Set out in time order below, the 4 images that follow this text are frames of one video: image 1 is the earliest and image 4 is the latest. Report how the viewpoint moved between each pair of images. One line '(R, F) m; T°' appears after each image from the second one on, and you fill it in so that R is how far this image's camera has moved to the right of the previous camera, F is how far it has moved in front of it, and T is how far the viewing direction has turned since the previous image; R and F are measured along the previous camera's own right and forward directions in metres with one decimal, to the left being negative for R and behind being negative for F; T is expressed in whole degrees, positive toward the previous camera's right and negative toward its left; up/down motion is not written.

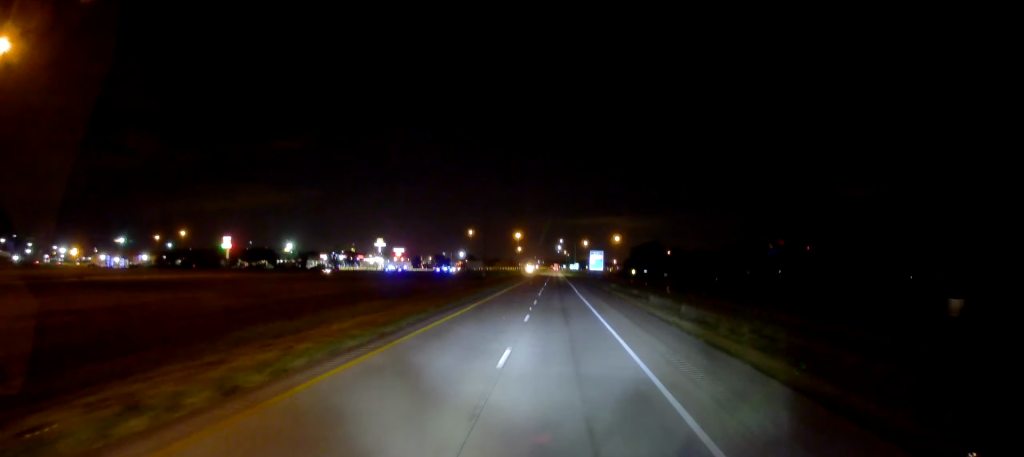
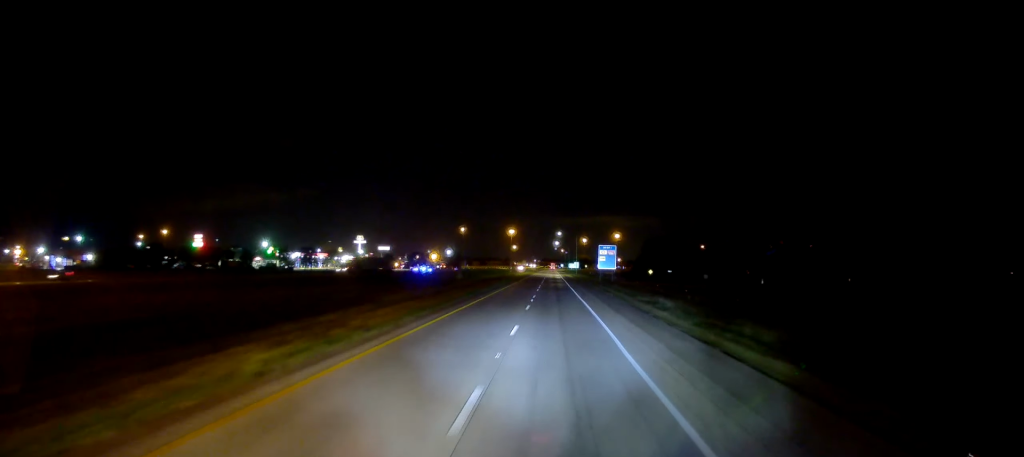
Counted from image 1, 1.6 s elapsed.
(+1.0, +41.5) m; +1°
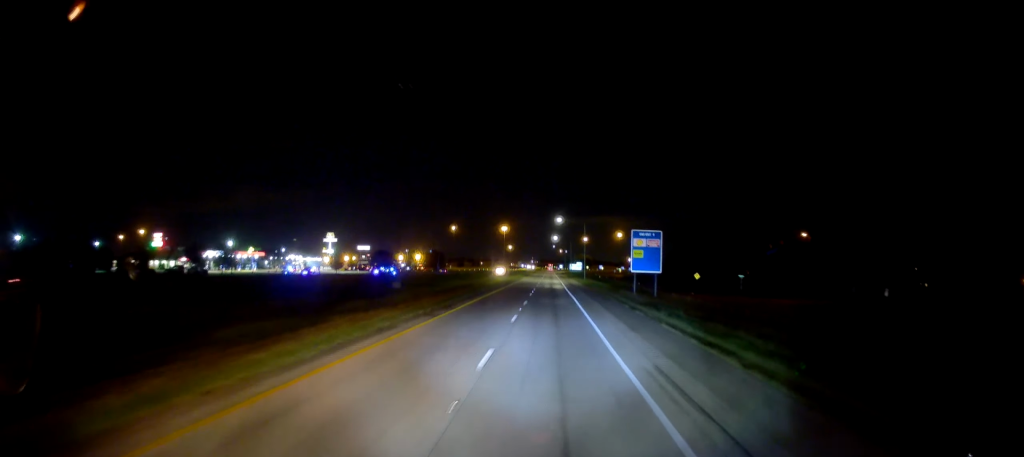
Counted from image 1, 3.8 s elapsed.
(-1.4, +55.6) m; +1°
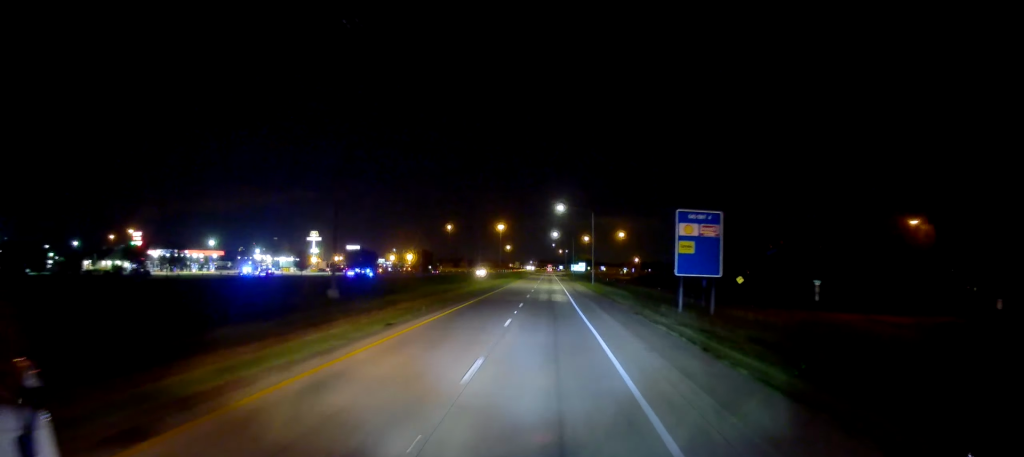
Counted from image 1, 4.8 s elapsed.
(+0.6, +26.1) m; +1°
